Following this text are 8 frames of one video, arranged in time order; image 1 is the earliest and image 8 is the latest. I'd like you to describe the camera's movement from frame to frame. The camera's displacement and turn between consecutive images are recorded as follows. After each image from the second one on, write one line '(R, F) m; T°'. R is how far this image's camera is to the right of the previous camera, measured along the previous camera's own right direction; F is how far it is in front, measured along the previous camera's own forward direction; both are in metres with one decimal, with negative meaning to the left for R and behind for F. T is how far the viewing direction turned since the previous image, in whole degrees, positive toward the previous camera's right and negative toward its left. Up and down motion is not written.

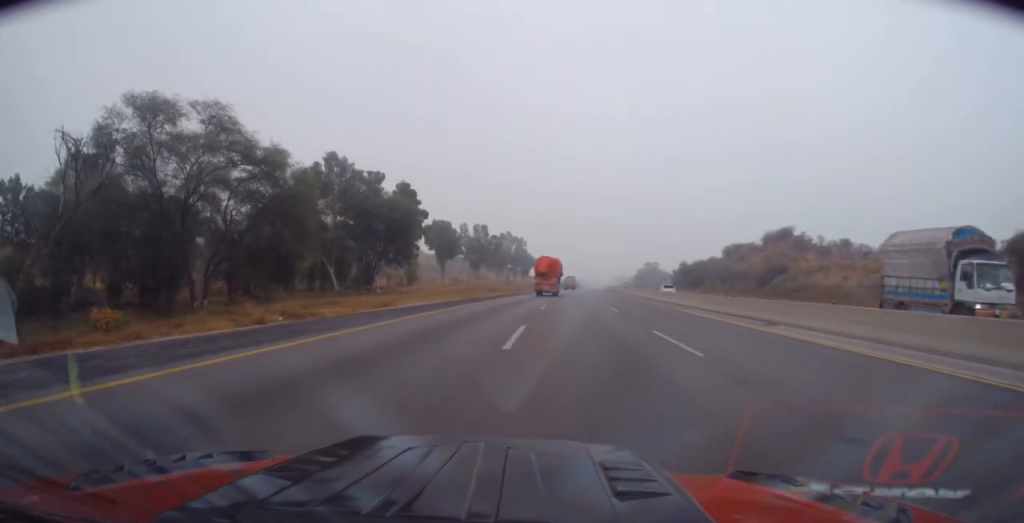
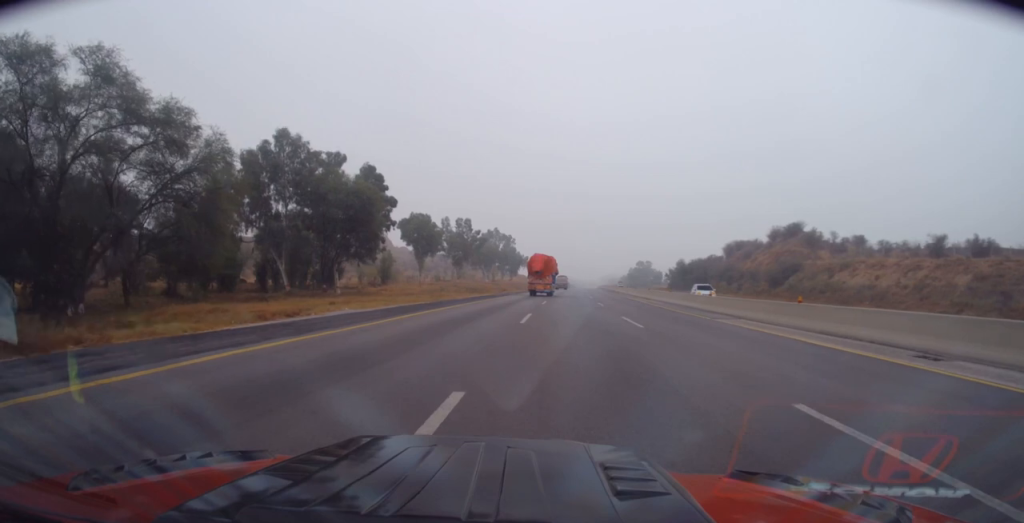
(-0.1, +10.9) m; +1°
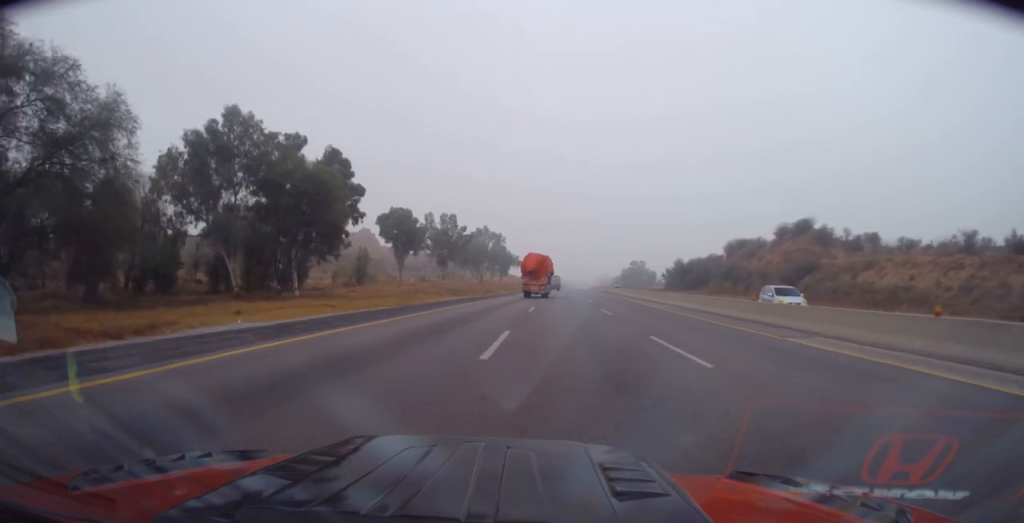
(+0.3, +8.7) m; +1°
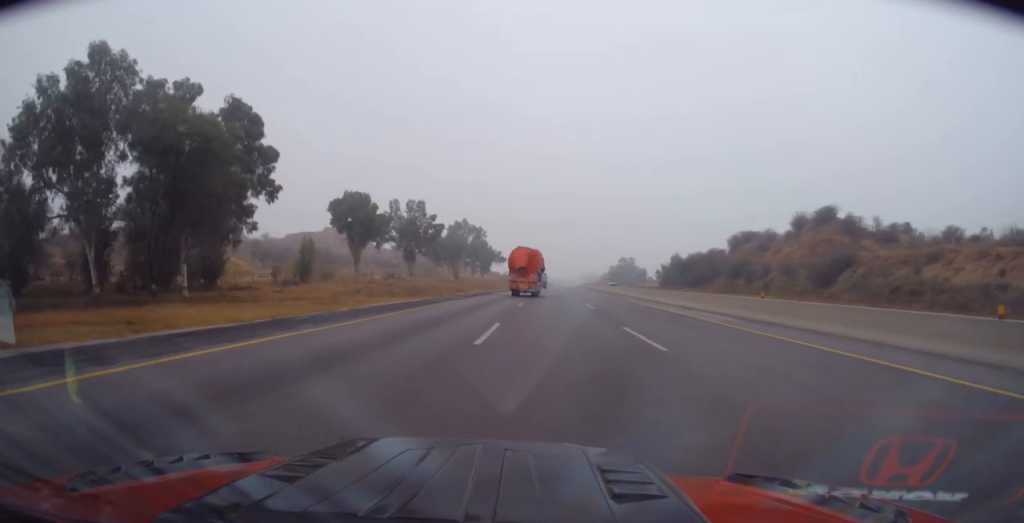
(+0.3, +16.0) m; +1°
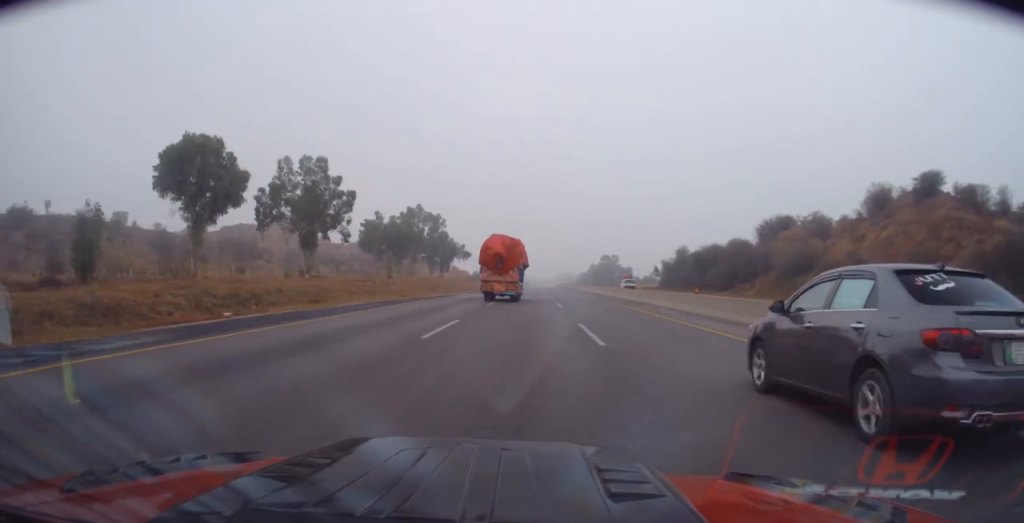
(-0.1, +35.0) m; +2°
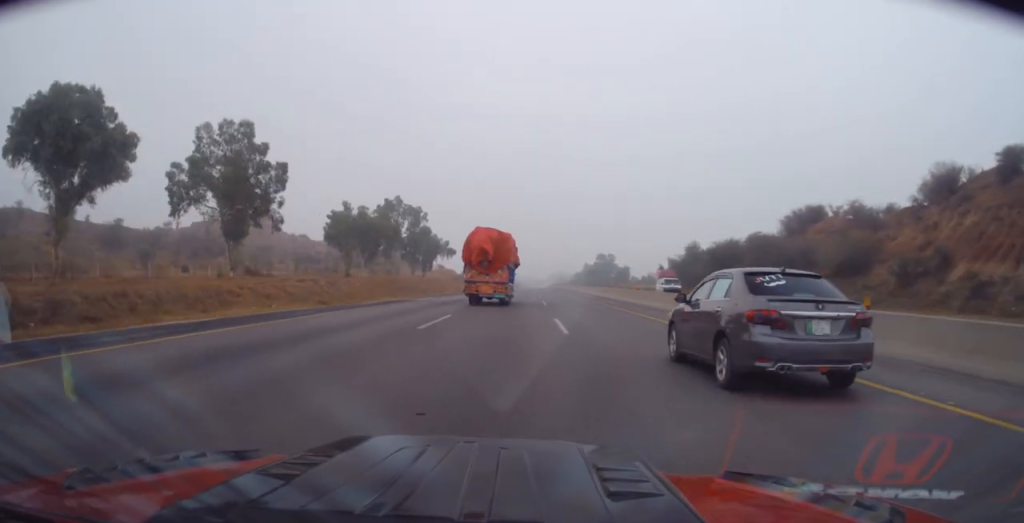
(+0.6, +15.4) m; 0°
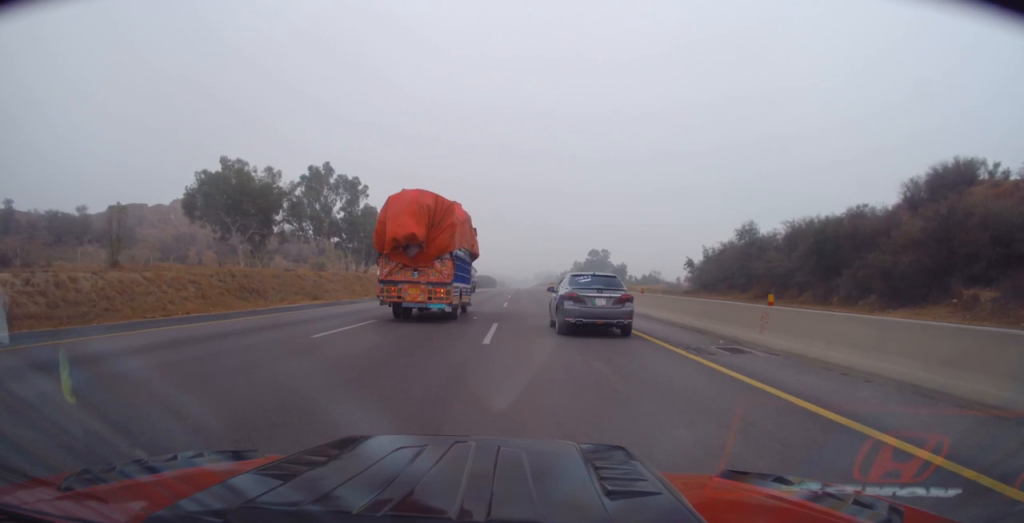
(-0.2, +38.4) m; 0°
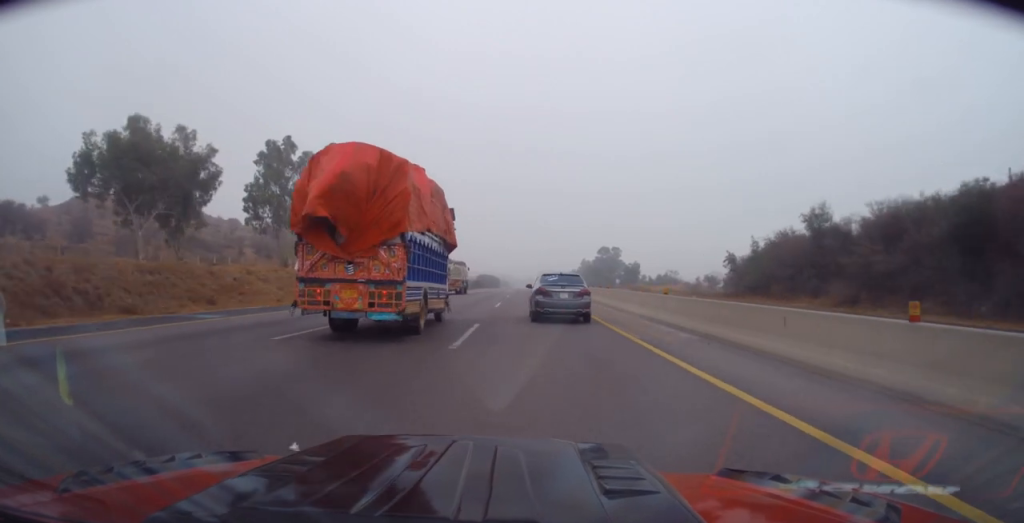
(+0.3, +18.8) m; 0°
